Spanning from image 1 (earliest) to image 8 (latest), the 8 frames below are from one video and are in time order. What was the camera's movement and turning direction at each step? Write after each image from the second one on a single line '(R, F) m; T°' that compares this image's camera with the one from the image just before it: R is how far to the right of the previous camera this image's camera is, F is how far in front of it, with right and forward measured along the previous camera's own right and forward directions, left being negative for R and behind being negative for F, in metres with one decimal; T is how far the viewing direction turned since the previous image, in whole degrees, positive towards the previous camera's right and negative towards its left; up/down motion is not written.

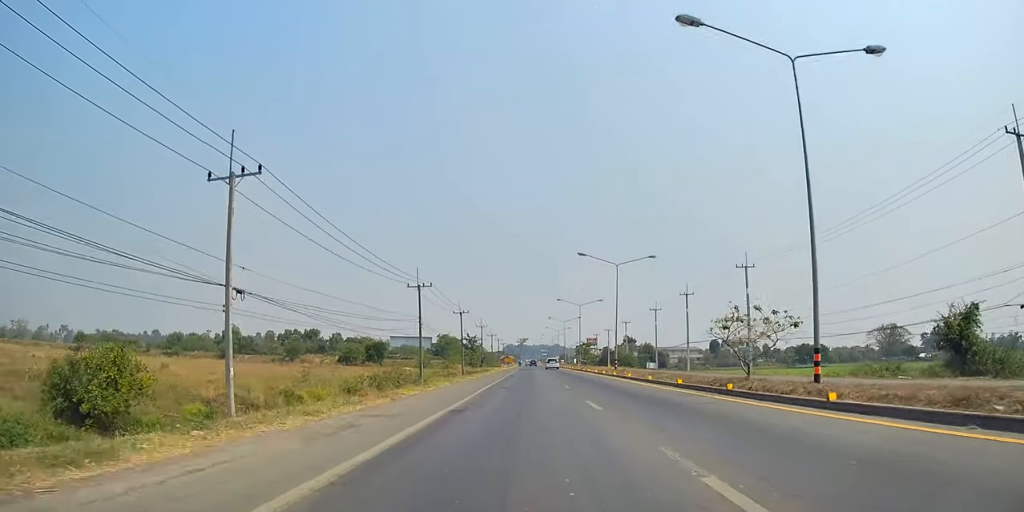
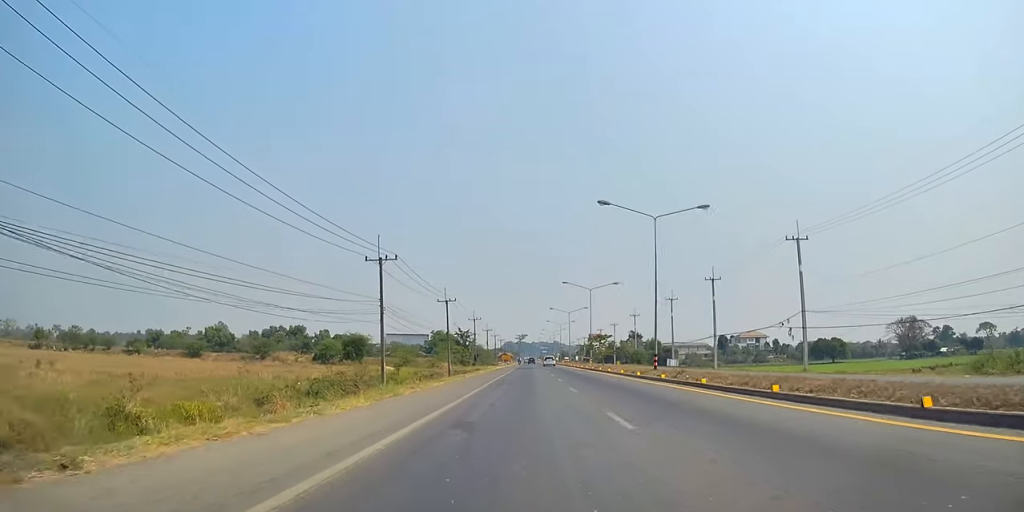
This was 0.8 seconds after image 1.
(-0.2, +16.7) m; -1°
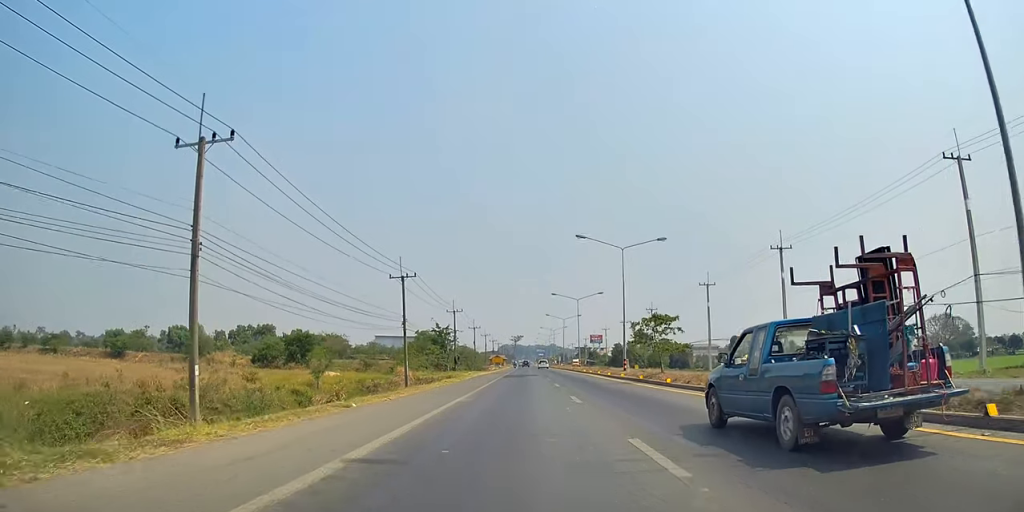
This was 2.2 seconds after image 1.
(+0.1, +28.9) m; 0°
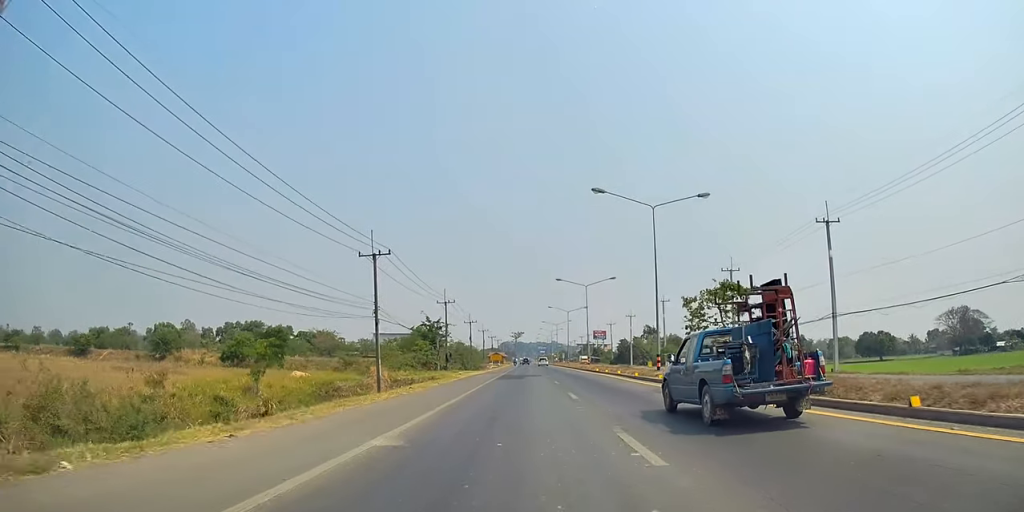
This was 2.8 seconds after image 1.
(0.0, +11.4) m; 0°
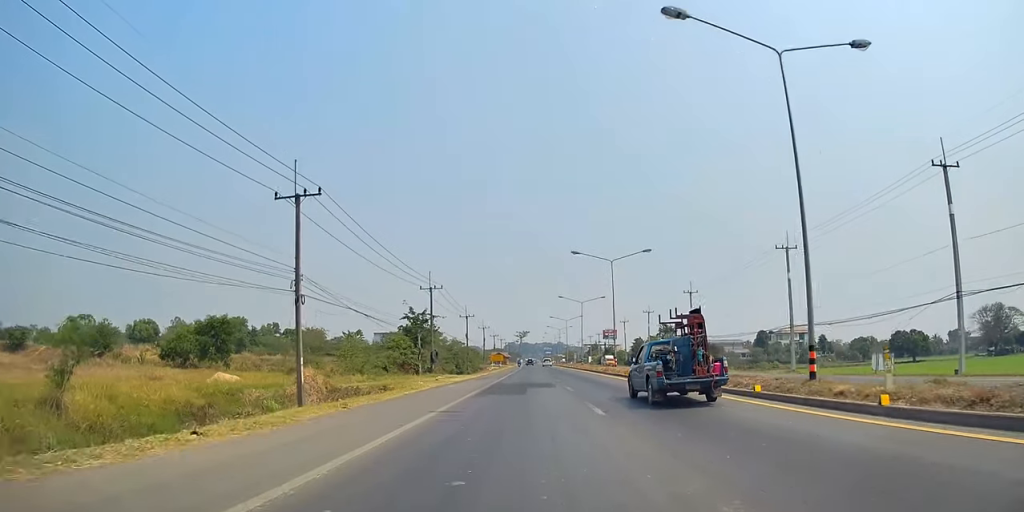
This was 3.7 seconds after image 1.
(0.0, +17.5) m; -1°
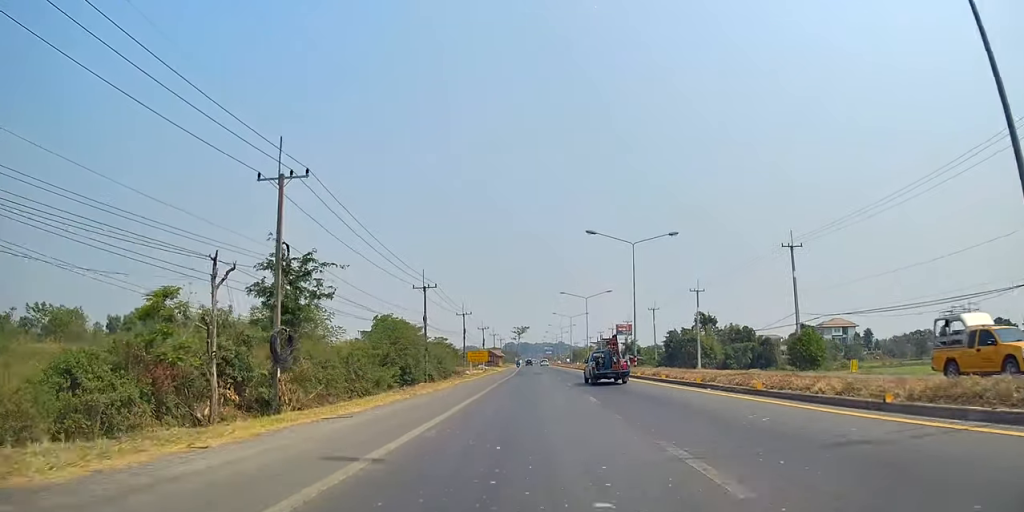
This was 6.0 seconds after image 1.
(-1.0, +45.5) m; 0°
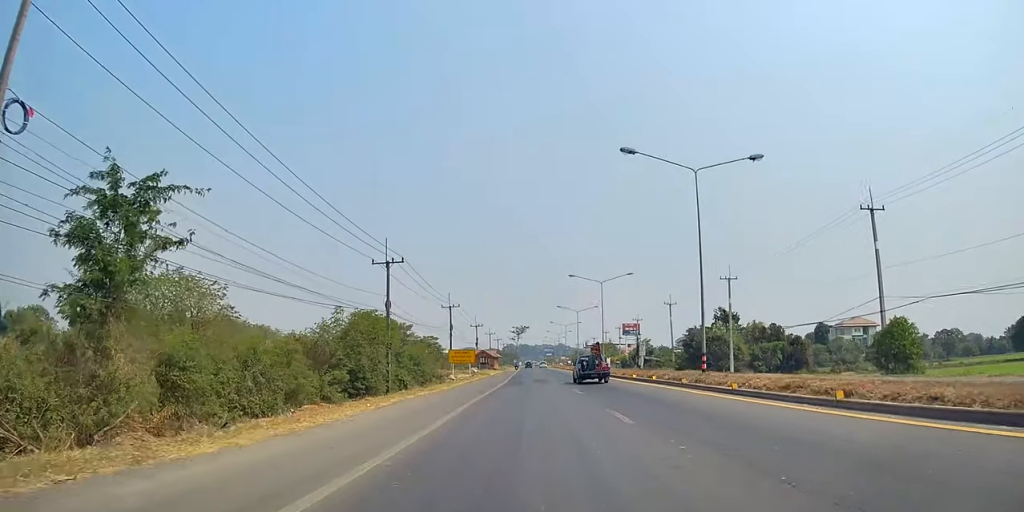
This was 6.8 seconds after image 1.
(+0.3, +17.0) m; +1°
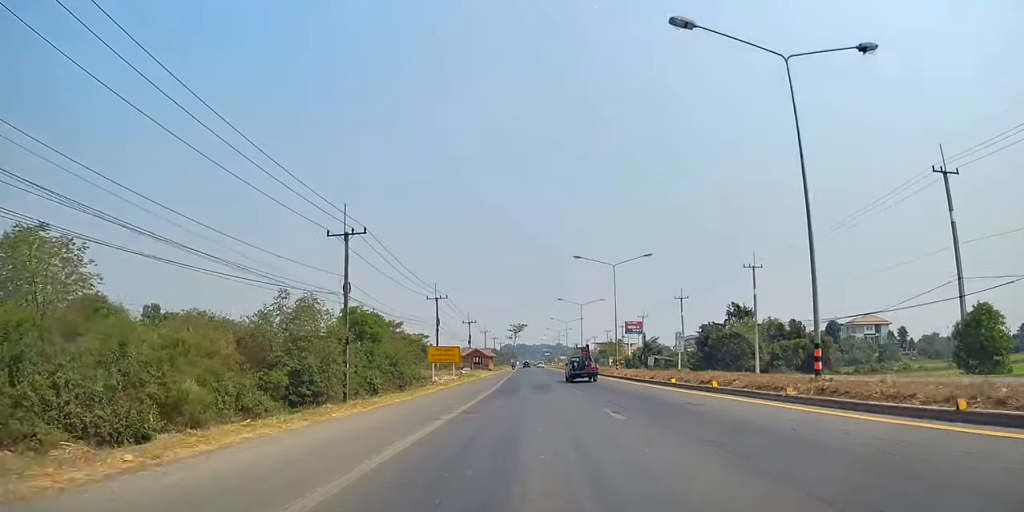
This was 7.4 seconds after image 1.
(0.0, +11.7) m; 0°
